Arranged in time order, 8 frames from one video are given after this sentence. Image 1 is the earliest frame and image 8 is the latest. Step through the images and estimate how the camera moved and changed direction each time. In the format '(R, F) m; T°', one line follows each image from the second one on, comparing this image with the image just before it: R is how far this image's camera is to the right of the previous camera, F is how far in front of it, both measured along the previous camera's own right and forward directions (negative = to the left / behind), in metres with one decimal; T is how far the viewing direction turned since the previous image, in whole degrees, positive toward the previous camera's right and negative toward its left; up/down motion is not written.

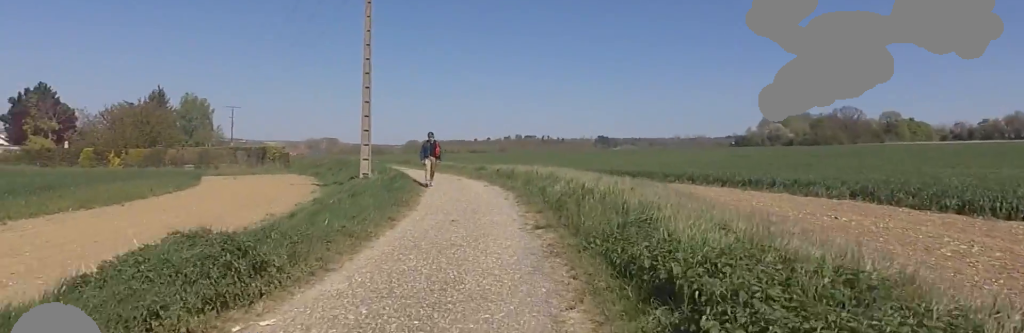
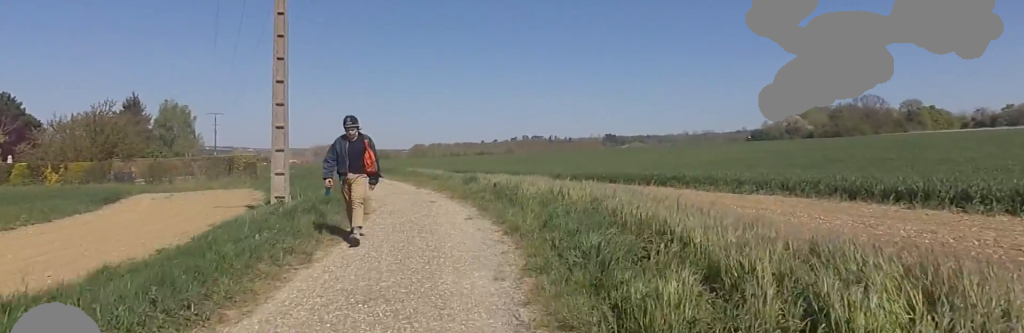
(-0.4, +8.2) m; -5°
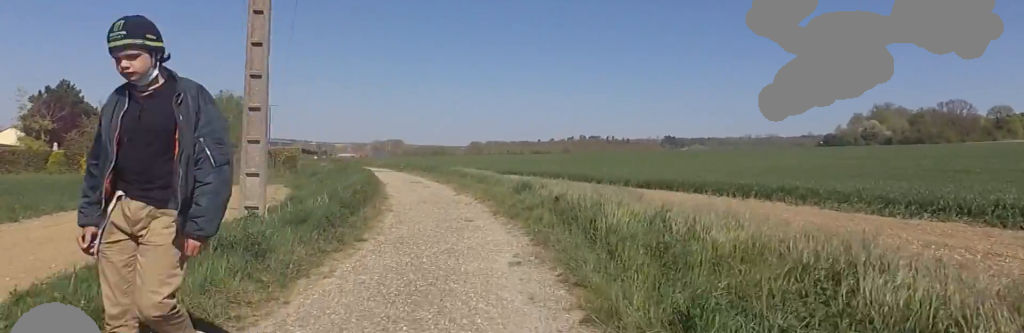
(-0.1, +4.4) m; +1°
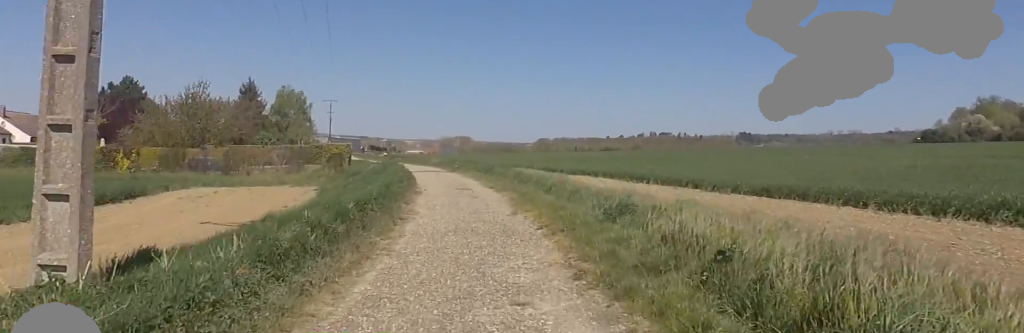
(+0.4, +5.3) m; -7°
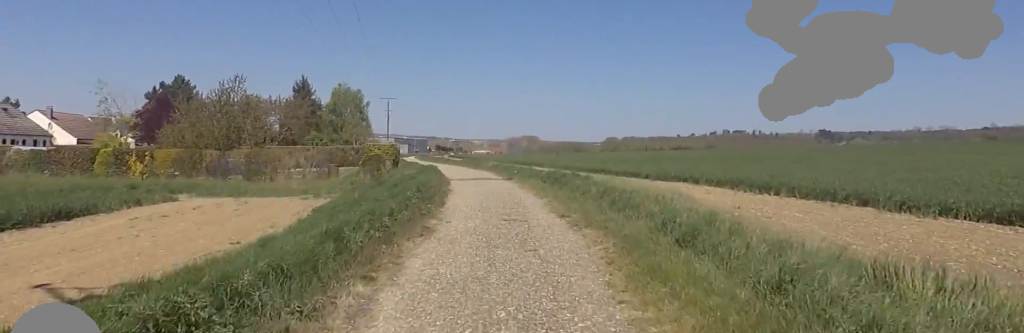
(-1.6, +7.0) m; -14°
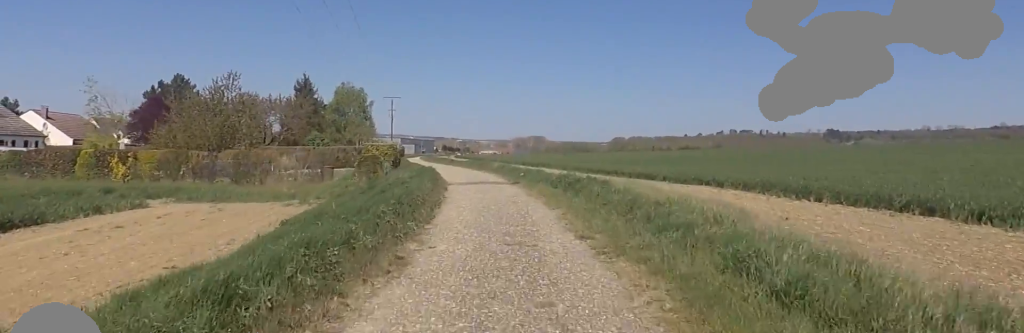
(0.0, +2.4) m; 0°
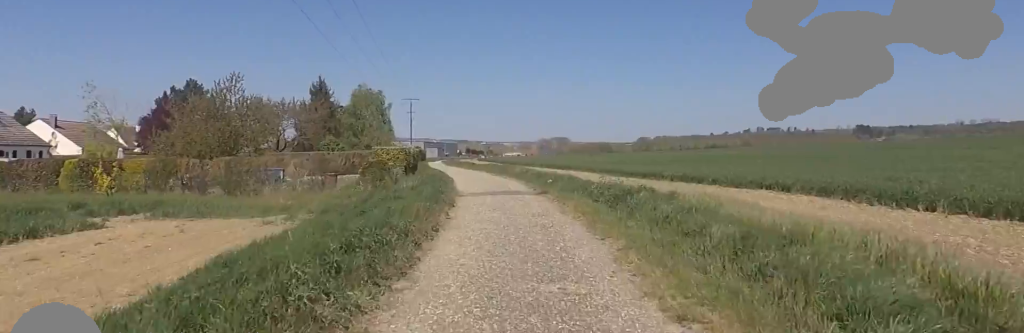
(0.0, +3.8) m; +3°
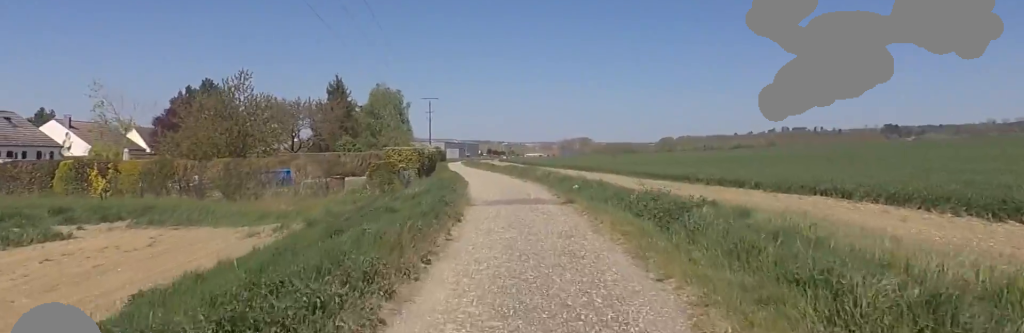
(0.0, +2.3) m; +1°
